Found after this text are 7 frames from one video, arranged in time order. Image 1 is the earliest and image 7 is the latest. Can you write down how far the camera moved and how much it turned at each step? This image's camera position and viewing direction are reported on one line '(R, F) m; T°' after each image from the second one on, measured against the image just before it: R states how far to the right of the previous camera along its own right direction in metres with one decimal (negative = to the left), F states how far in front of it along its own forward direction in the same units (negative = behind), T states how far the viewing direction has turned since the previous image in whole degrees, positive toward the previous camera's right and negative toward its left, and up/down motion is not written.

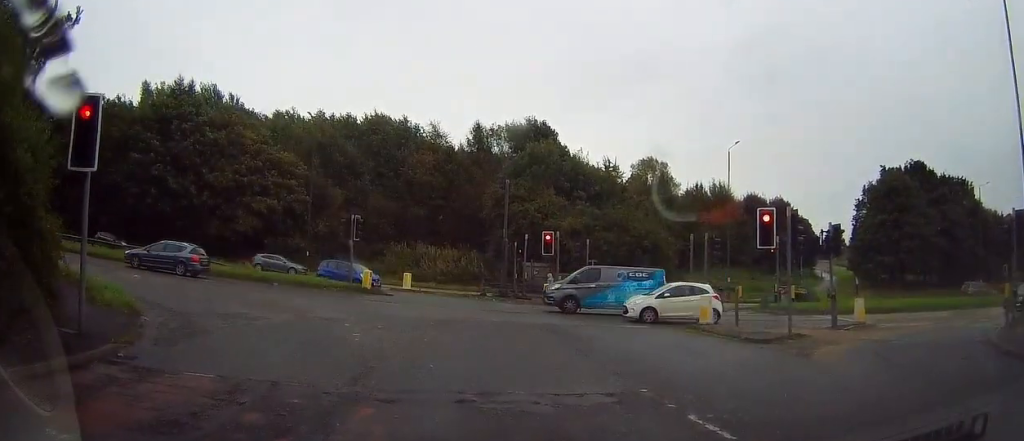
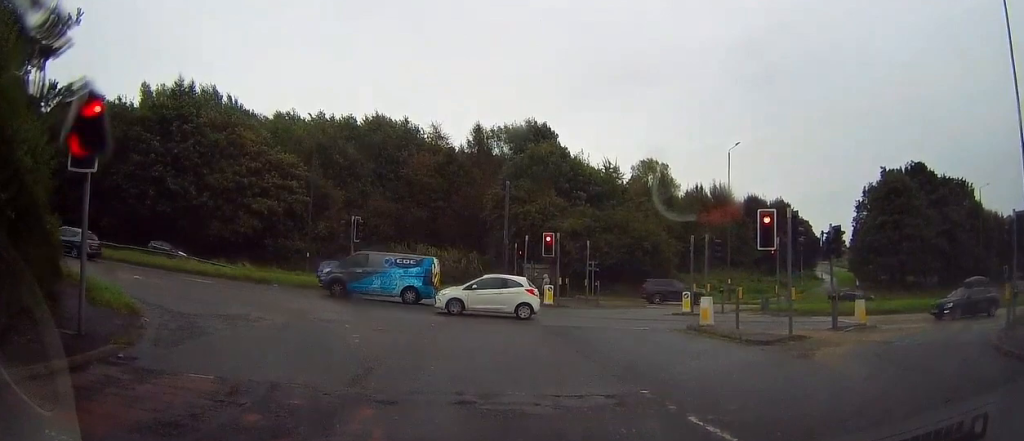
(0.0, +0.1) m; 0°
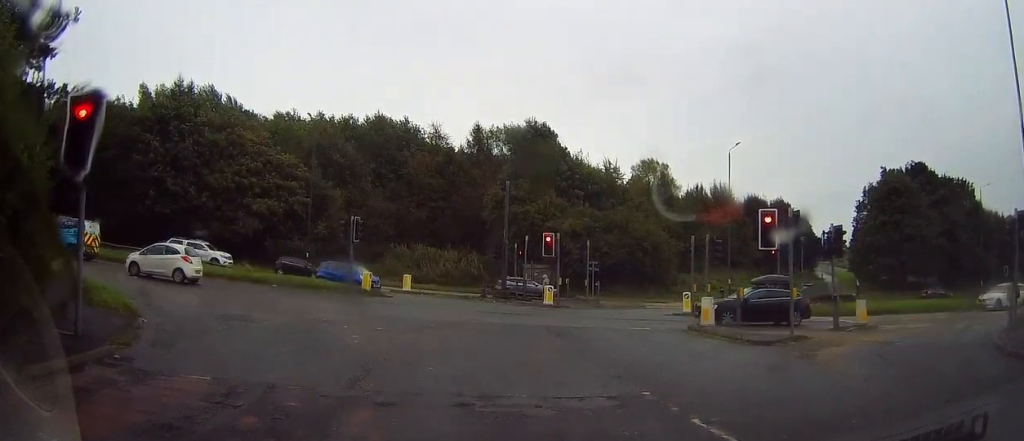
(0.0, +0.1) m; 0°
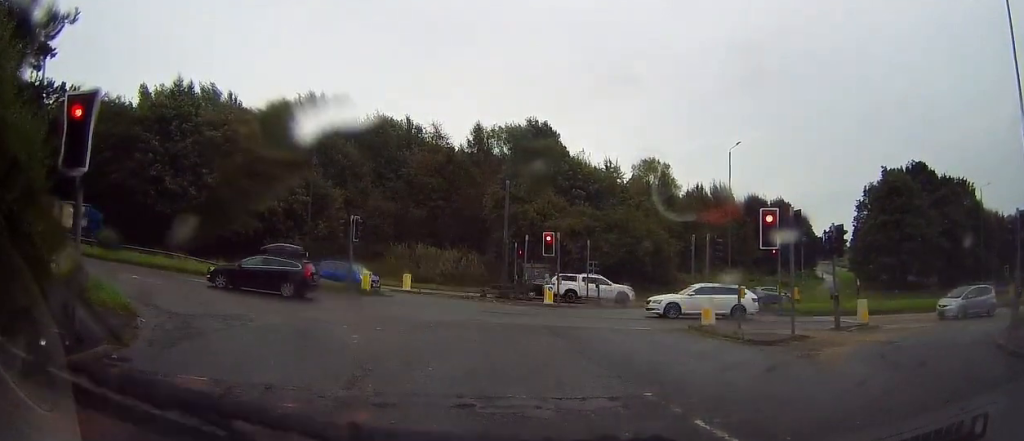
(0.0, 0.0) m; 0°
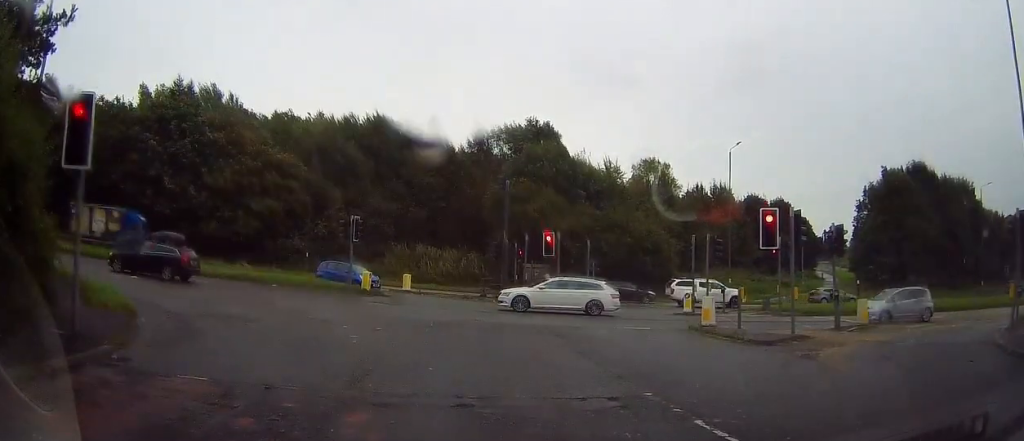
(0.0, 0.0) m; 0°
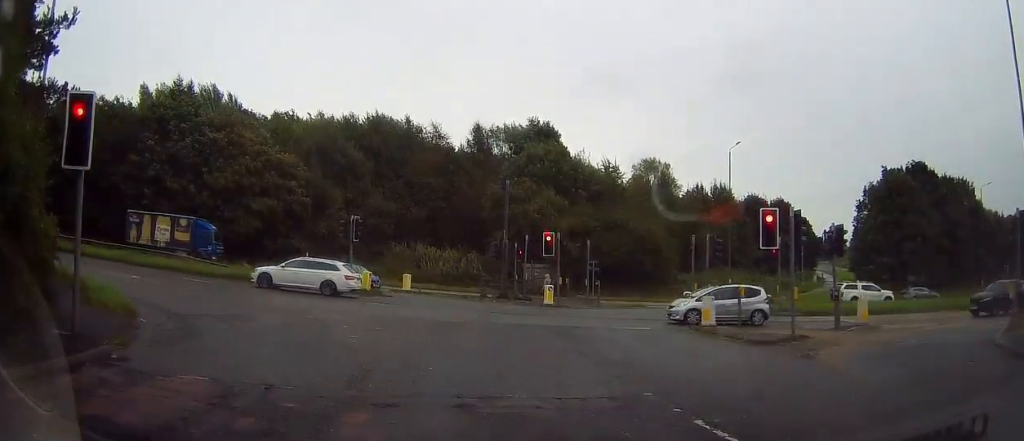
(0.0, 0.0) m; 0°
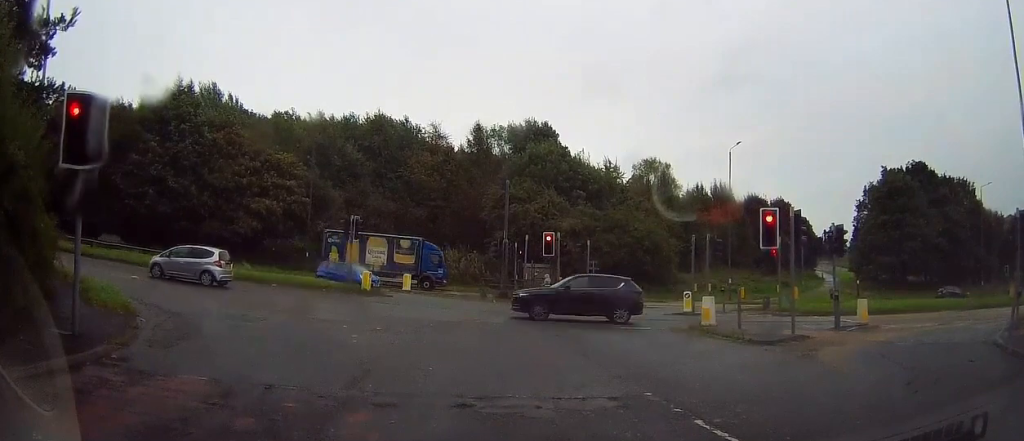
(0.0, 0.0) m; 0°
